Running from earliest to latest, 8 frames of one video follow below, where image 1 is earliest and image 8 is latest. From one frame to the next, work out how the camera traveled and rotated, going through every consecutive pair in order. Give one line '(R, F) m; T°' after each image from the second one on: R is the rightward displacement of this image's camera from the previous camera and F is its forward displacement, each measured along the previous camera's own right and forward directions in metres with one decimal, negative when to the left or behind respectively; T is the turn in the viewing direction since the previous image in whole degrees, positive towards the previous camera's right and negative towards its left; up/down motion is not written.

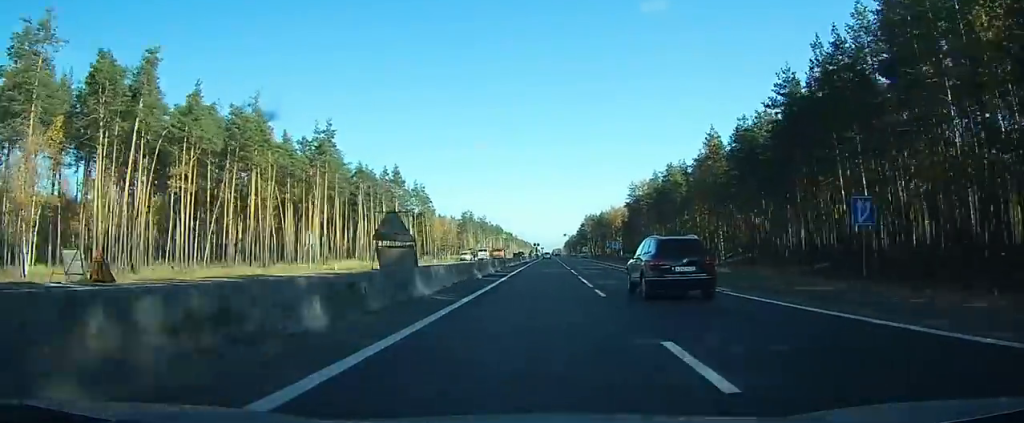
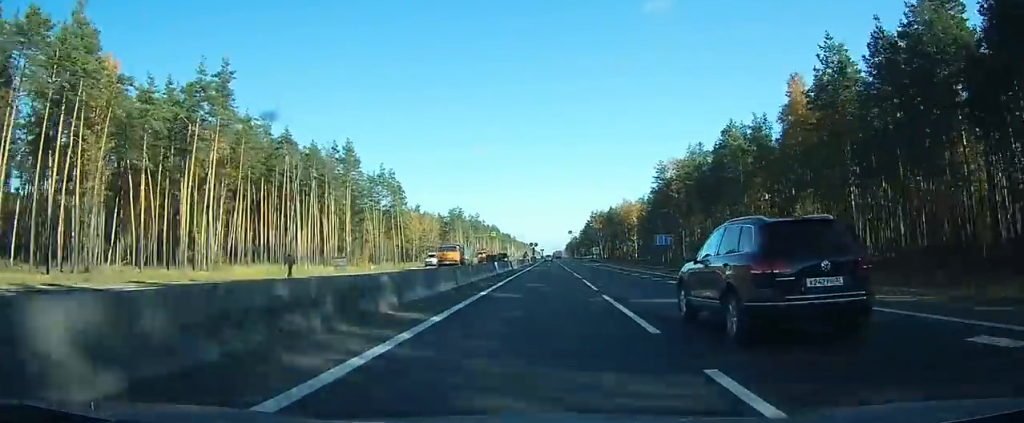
(0.0, +35.4) m; 0°
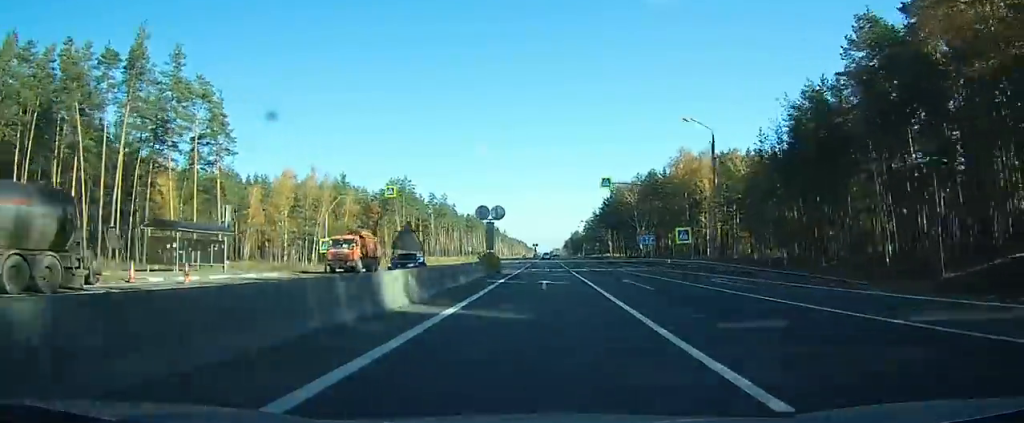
(+0.1, +92.1) m; 0°
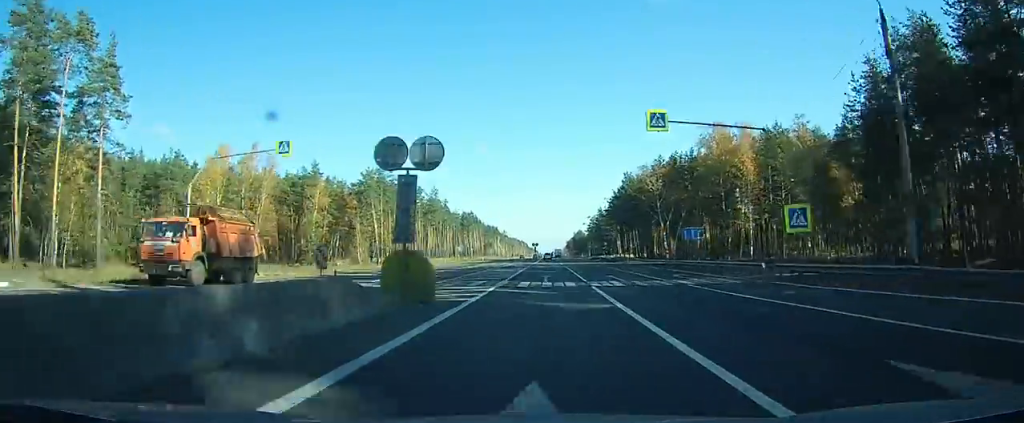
(0.0, +22.9) m; 0°
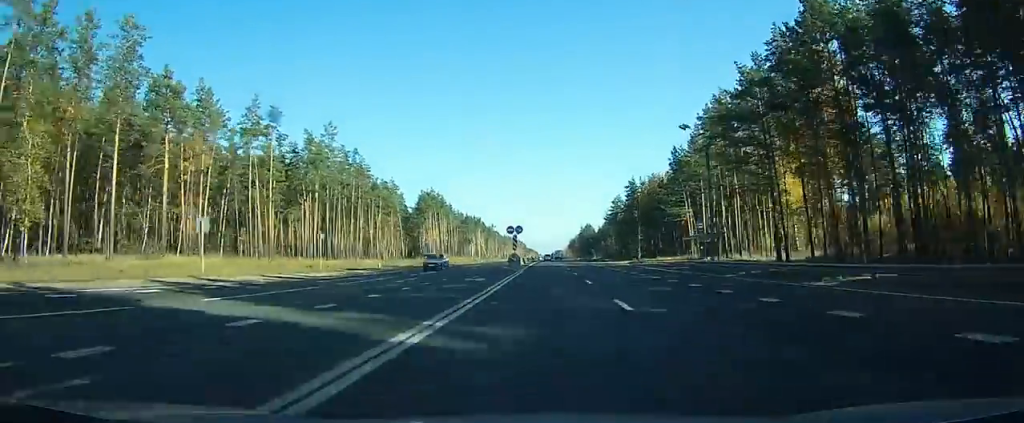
(+0.2, +98.2) m; 0°
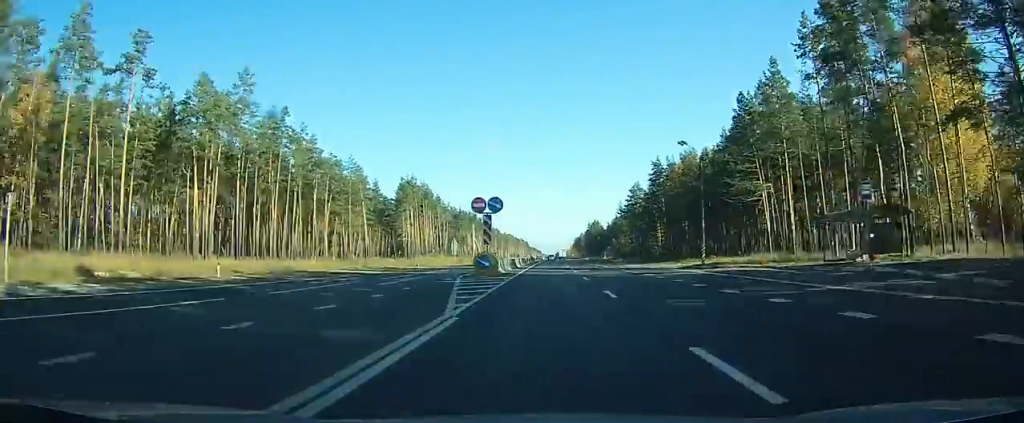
(0.0, +31.0) m; 0°
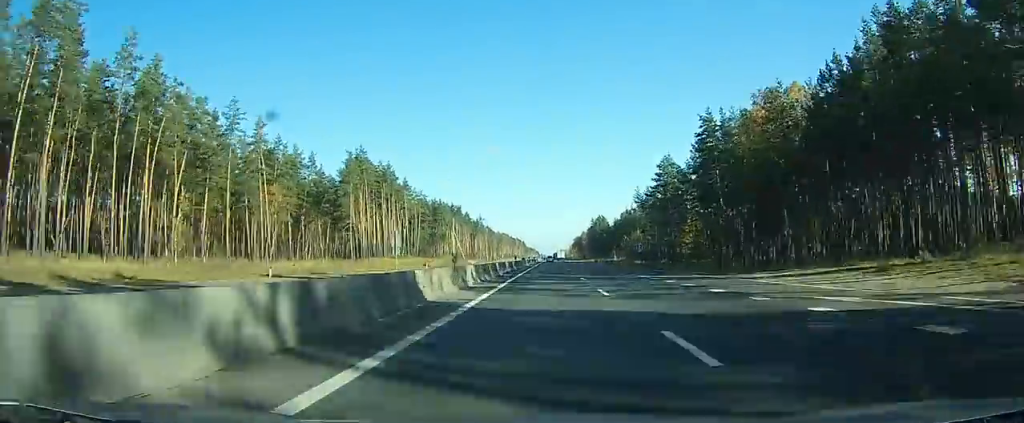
(+0.1, +40.8) m; 0°
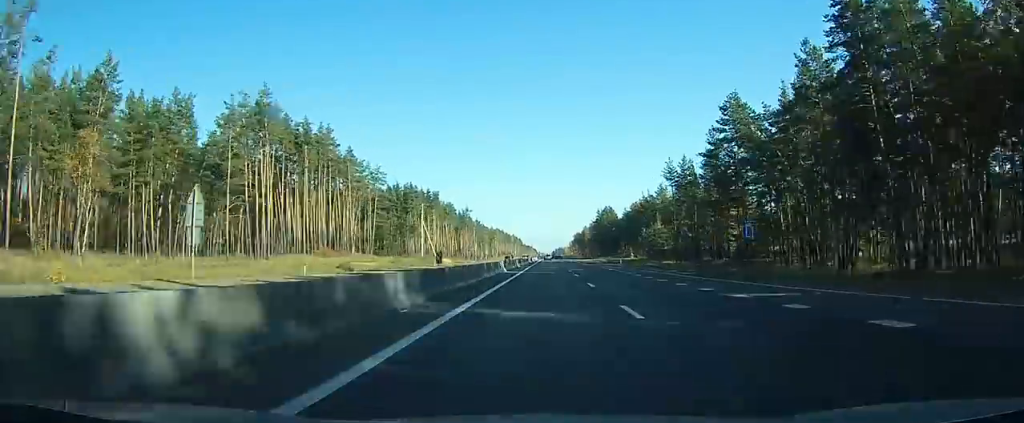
(0.0, +44.4) m; 0°
